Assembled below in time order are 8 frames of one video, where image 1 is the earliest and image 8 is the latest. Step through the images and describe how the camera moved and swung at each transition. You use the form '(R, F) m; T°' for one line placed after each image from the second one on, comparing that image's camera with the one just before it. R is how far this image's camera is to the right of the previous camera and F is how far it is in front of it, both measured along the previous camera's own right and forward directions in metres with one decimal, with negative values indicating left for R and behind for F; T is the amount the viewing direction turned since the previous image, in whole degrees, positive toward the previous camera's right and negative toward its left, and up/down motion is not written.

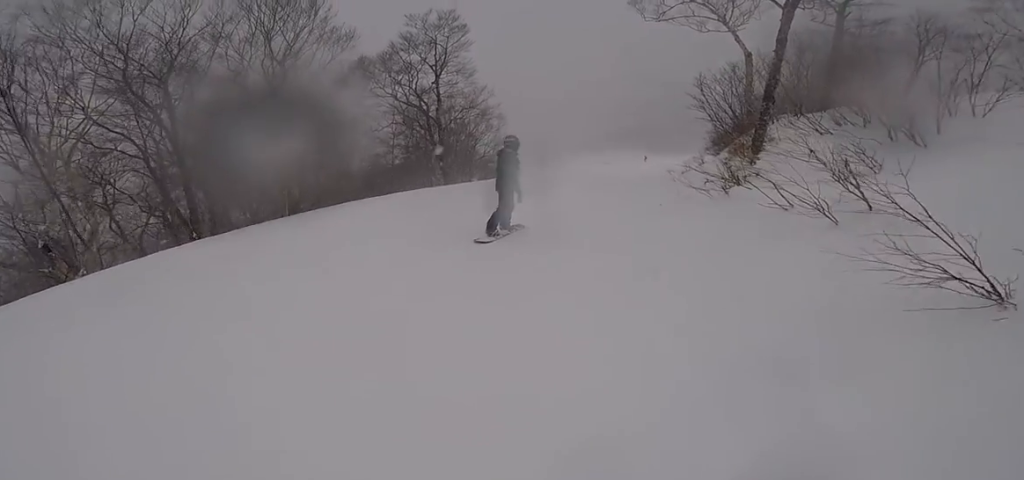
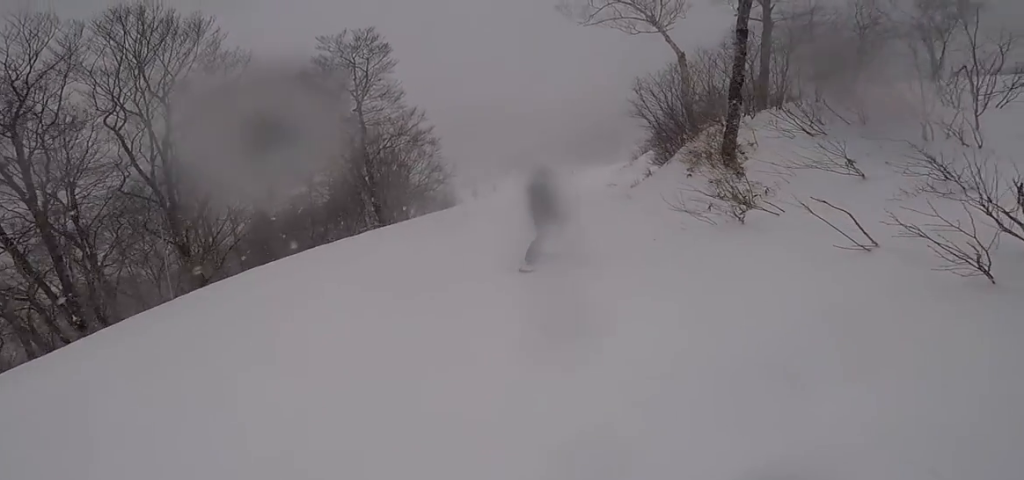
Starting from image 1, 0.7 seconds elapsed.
(-1.3, +2.9) m; 0°
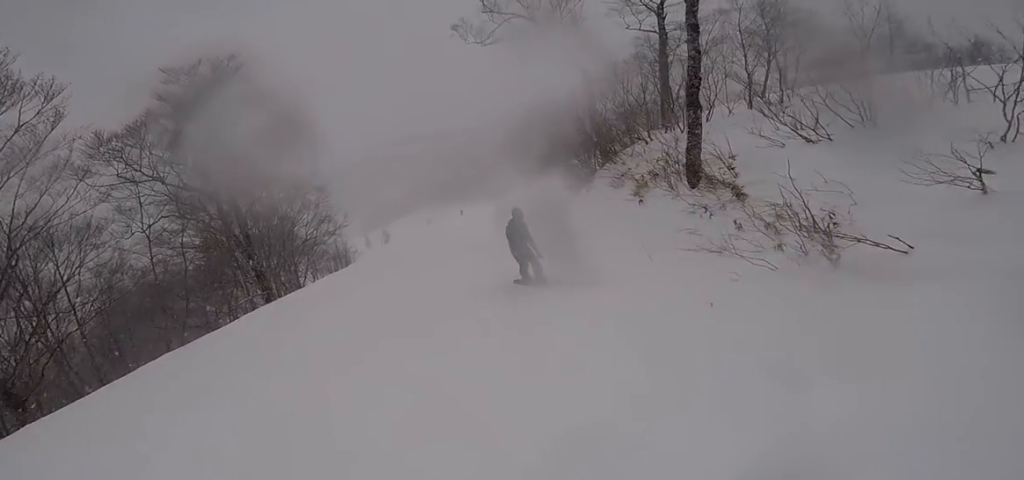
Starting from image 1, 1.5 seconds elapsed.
(+1.2, +3.6) m; +19°
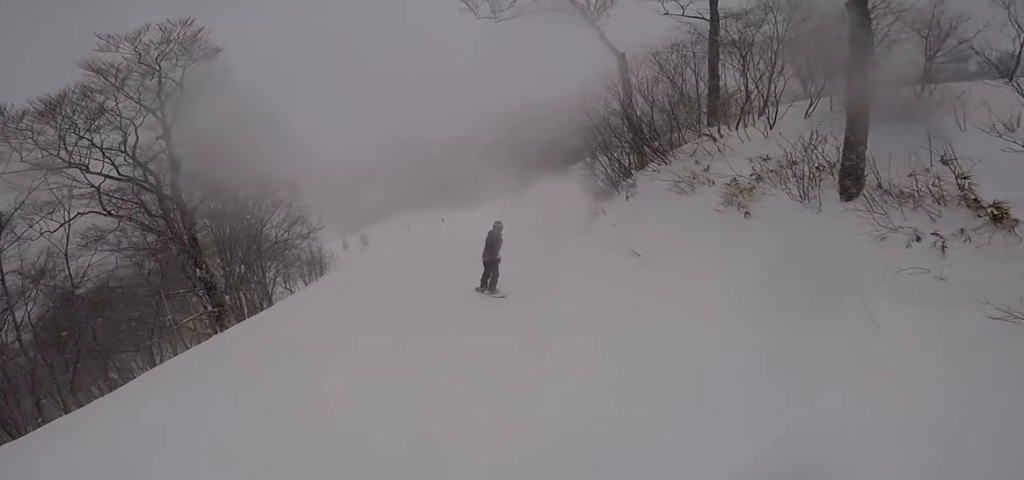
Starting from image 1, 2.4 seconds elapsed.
(+0.5, +4.2) m; +7°
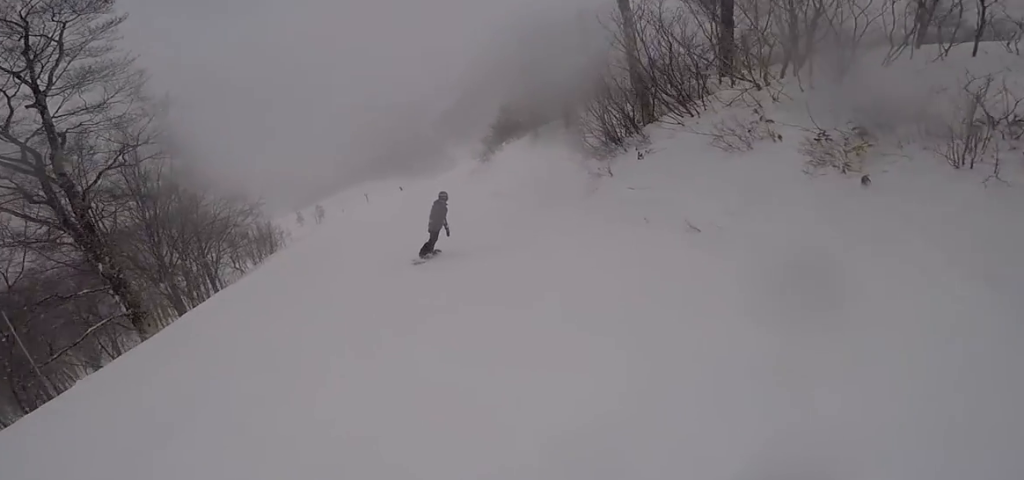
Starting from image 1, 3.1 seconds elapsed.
(0.0, +3.2) m; 0°
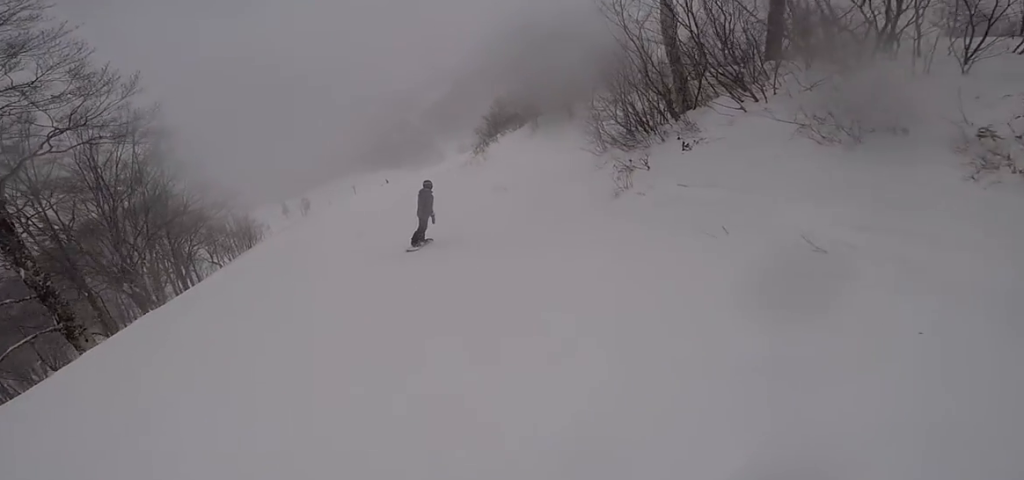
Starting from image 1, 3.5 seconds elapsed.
(0.0, +2.5) m; 0°
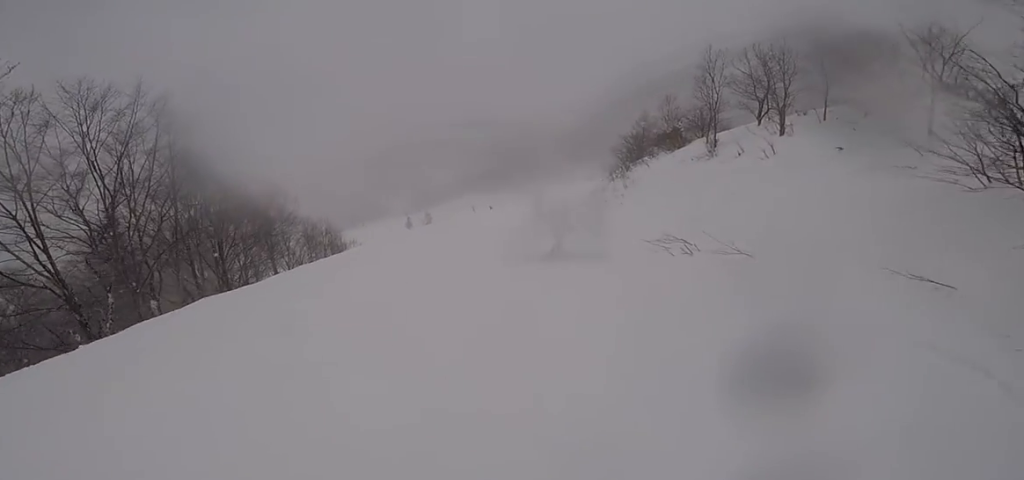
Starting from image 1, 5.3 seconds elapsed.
(-0.9, +9.3) m; -9°
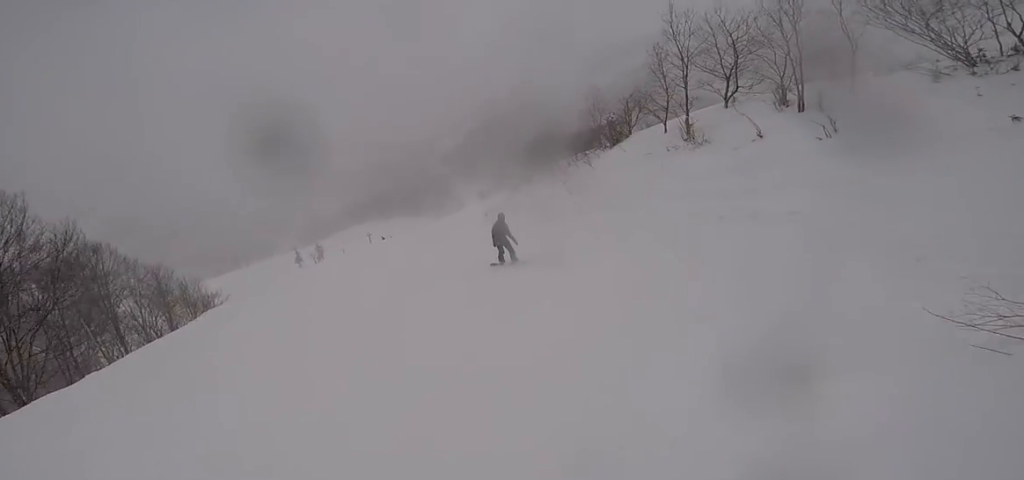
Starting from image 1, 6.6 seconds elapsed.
(+0.5, +7.0) m; +16°
